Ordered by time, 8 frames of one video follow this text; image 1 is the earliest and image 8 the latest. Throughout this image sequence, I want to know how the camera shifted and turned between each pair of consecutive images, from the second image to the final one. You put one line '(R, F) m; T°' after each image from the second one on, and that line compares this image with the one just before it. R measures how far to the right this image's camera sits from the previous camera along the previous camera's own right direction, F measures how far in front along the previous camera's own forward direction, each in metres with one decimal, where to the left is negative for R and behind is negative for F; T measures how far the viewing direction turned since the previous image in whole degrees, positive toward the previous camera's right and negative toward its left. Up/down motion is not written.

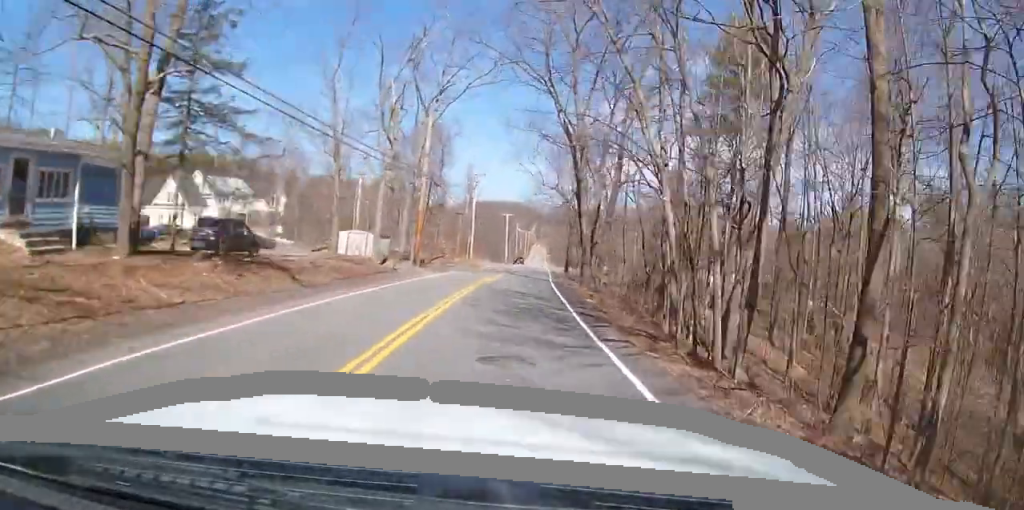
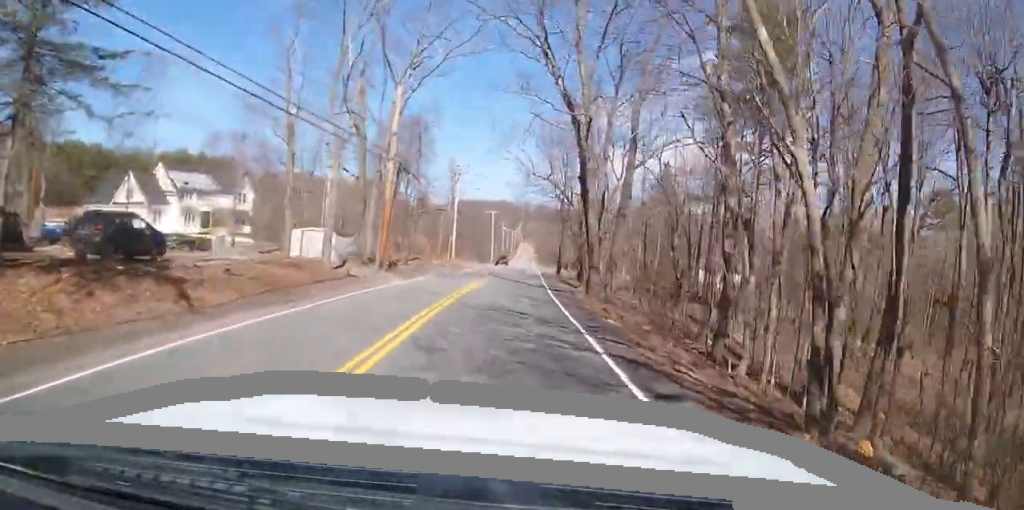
(+0.4, +7.1) m; +2°
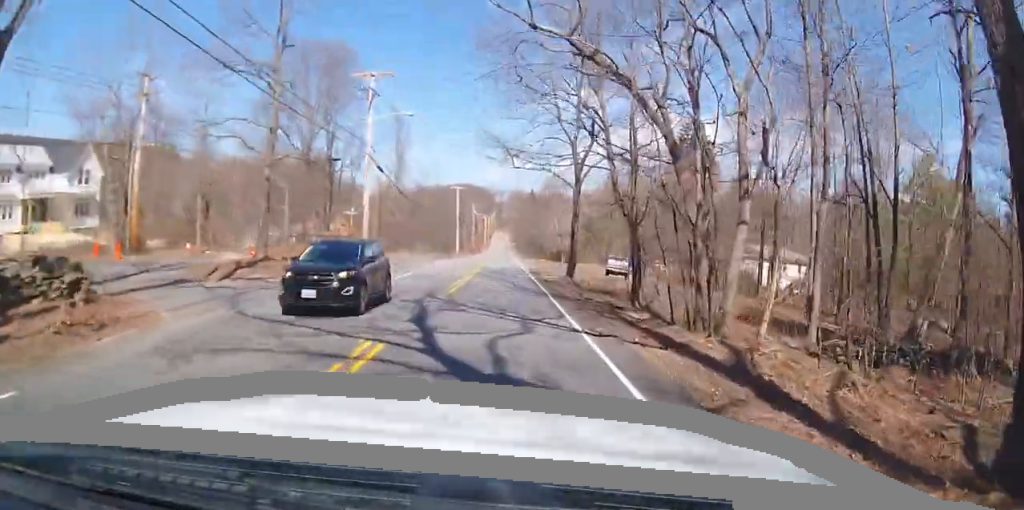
(+1.2, +30.4) m; +4°
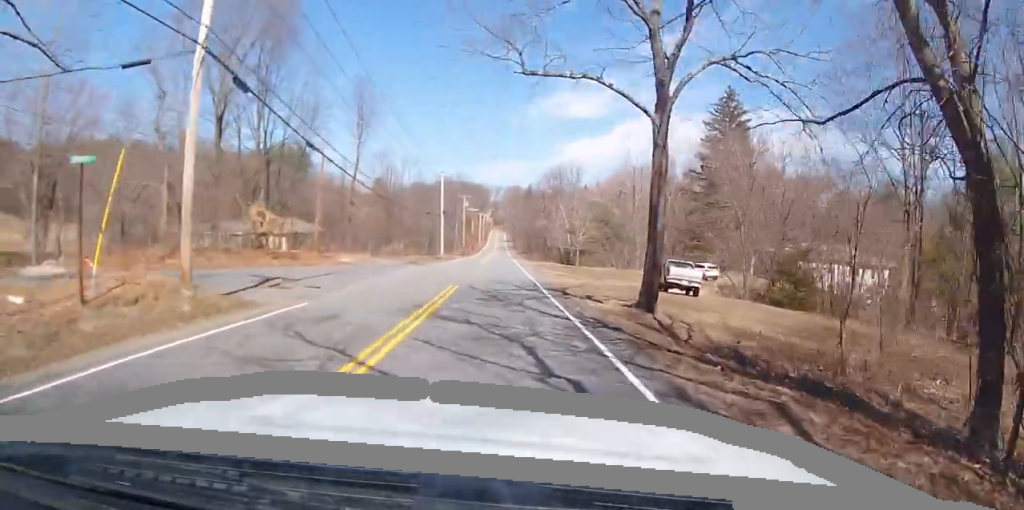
(+0.8, +17.7) m; +4°
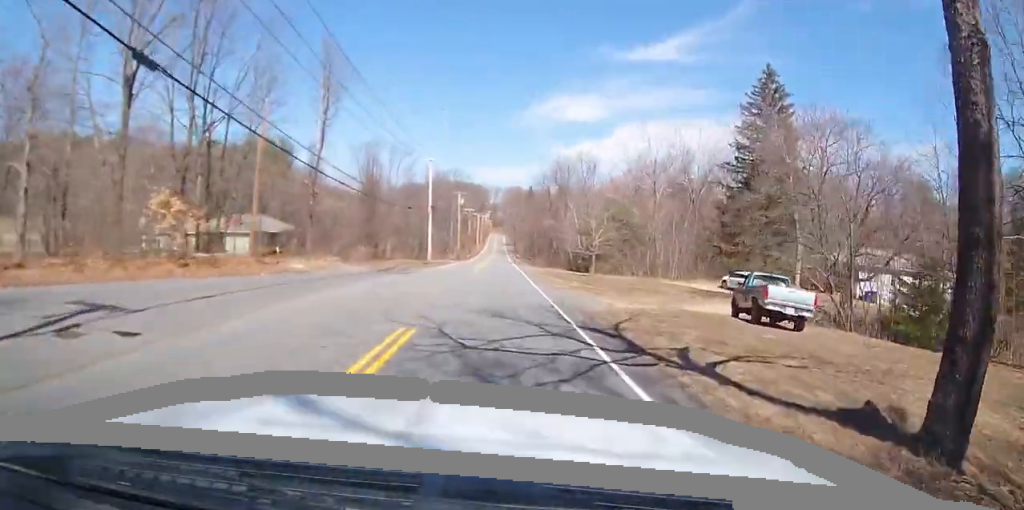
(+0.1, +11.0) m; 0°
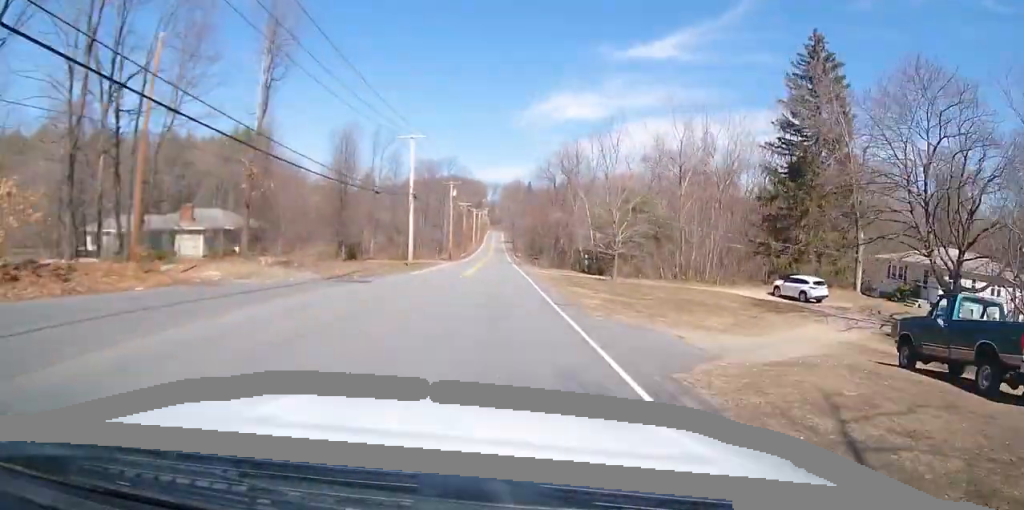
(-0.2, +10.7) m; 0°
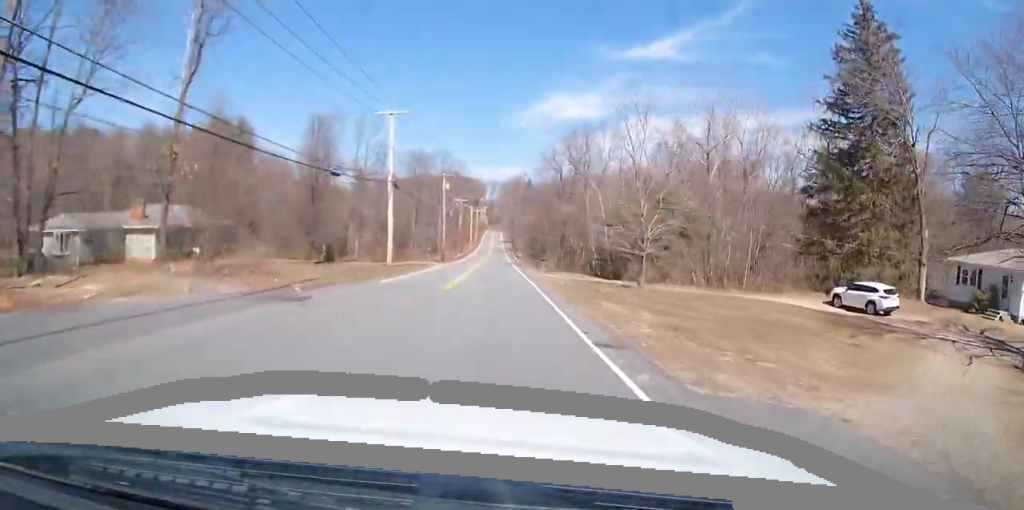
(+0.1, +8.5) m; 0°
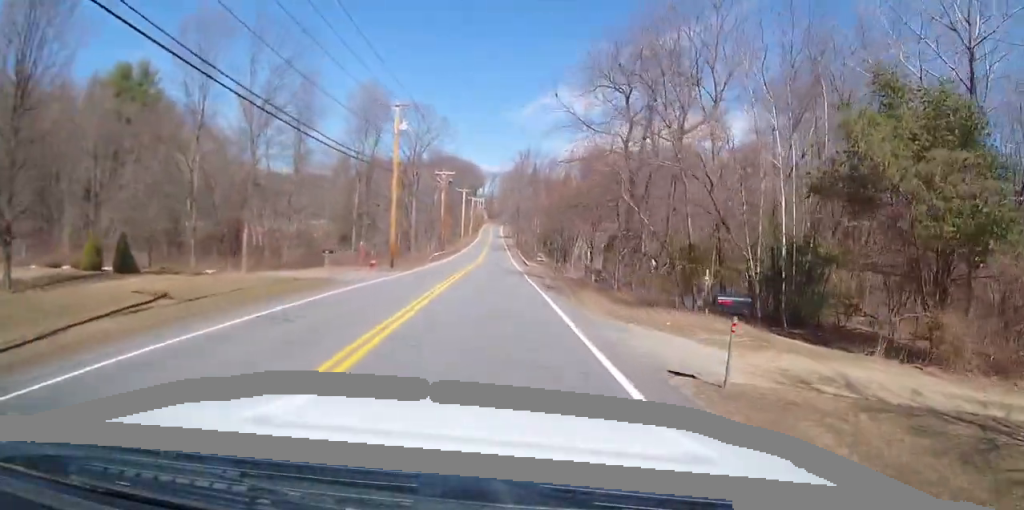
(-0.5, +33.8) m; -1°
